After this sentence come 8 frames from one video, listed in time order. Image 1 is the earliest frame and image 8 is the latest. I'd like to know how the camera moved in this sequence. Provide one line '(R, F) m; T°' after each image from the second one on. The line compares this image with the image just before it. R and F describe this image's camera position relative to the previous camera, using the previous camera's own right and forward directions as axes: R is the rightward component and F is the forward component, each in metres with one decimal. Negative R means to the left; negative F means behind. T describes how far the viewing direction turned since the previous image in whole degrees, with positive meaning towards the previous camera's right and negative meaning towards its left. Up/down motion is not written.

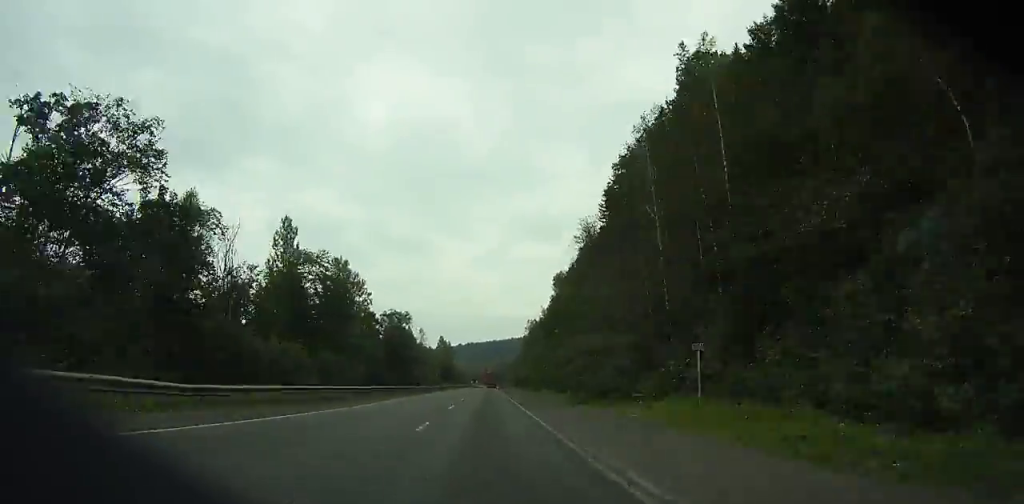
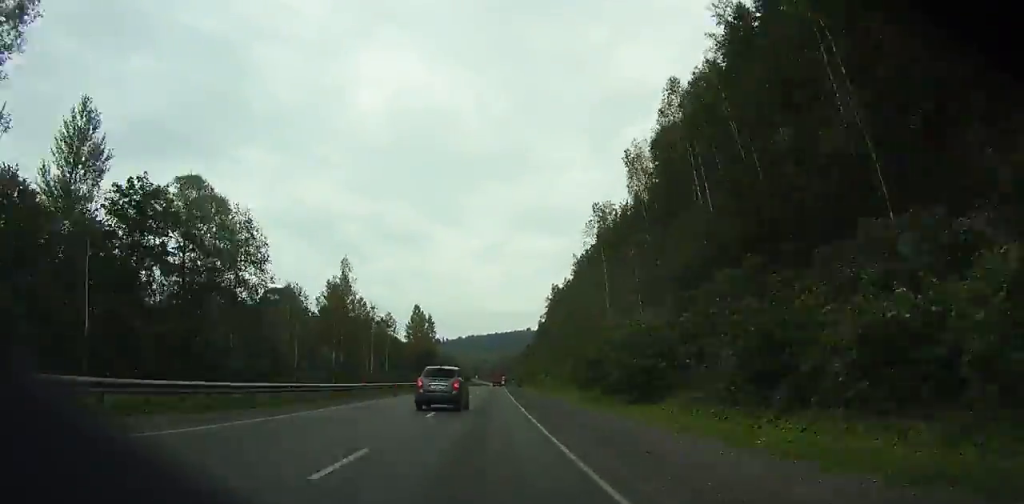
(+0.1, +91.2) m; 0°
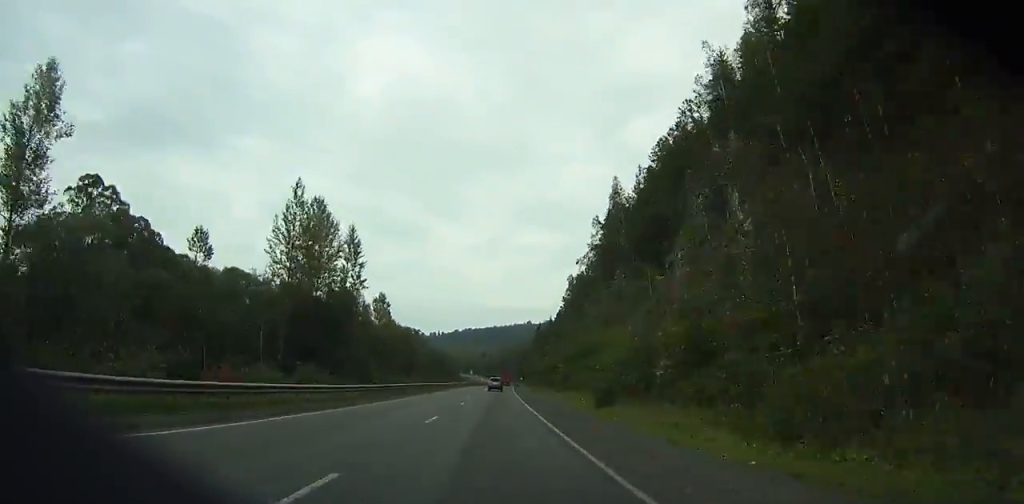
(+0.3, +98.1) m; +1°
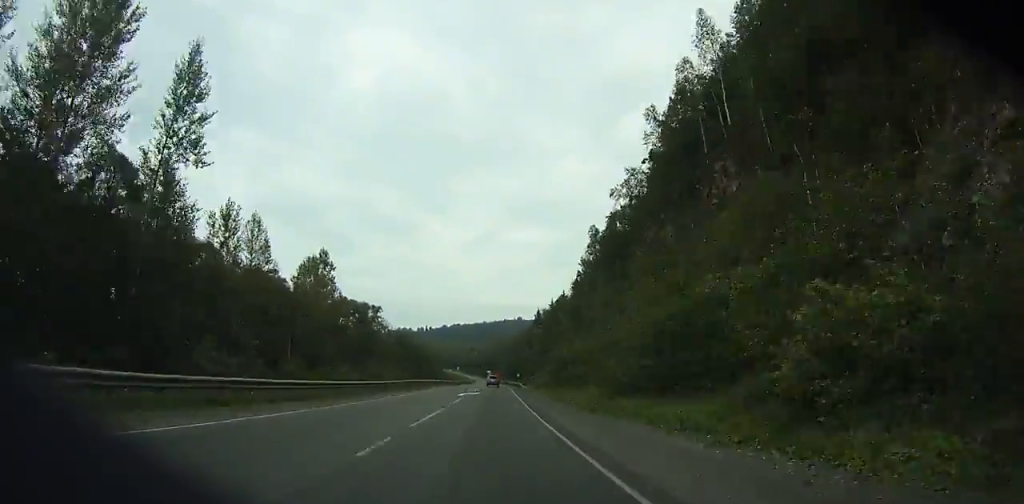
(+0.2, +44.9) m; +1°
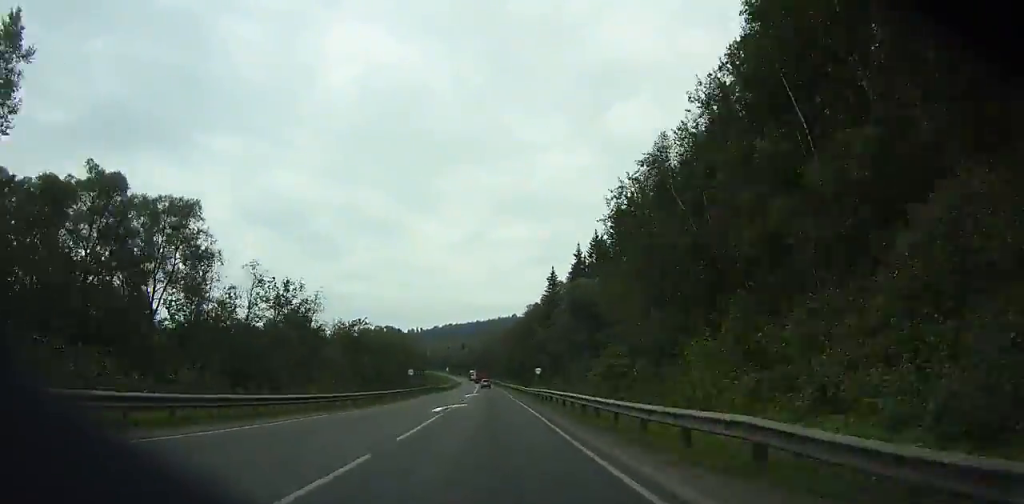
(+0.6, +74.7) m; +2°
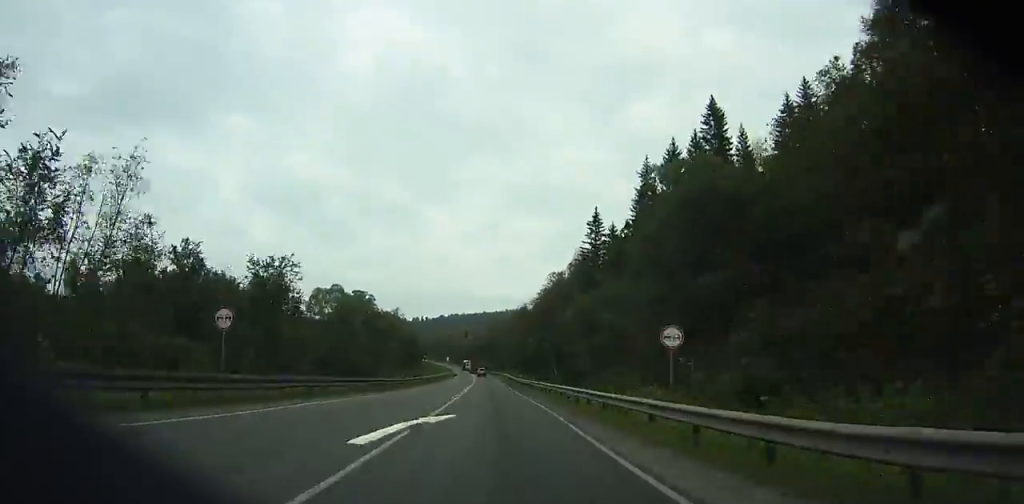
(+0.8, +46.4) m; -1°
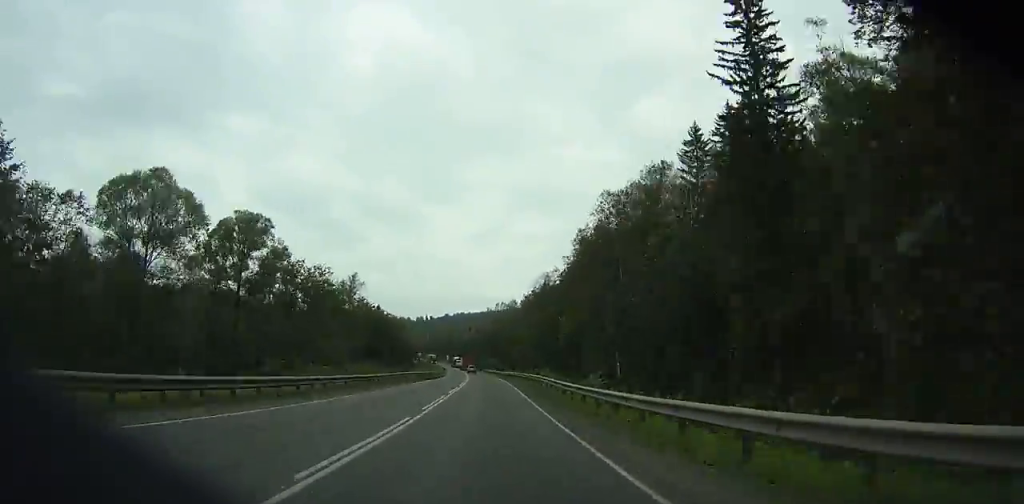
(+2.1, +56.0) m; -4°
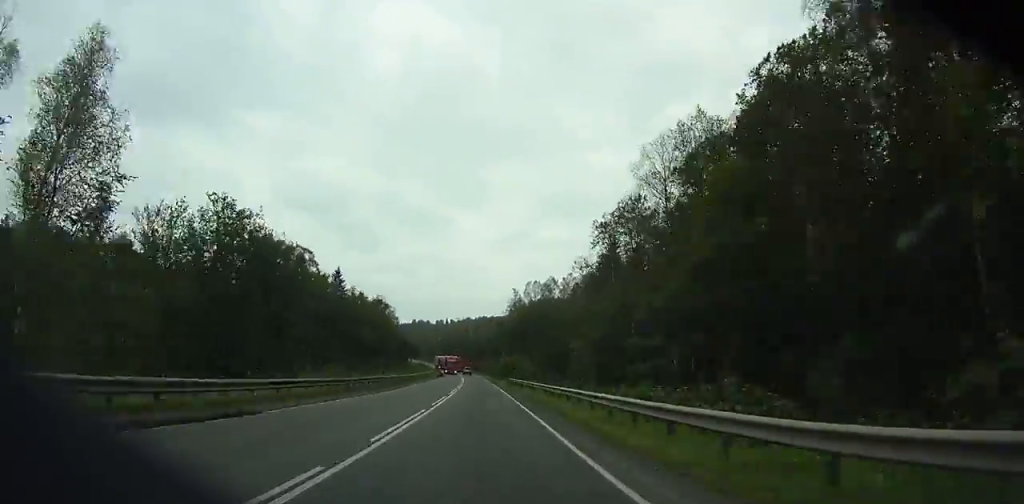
(-7.8, +78.9) m; -4°
